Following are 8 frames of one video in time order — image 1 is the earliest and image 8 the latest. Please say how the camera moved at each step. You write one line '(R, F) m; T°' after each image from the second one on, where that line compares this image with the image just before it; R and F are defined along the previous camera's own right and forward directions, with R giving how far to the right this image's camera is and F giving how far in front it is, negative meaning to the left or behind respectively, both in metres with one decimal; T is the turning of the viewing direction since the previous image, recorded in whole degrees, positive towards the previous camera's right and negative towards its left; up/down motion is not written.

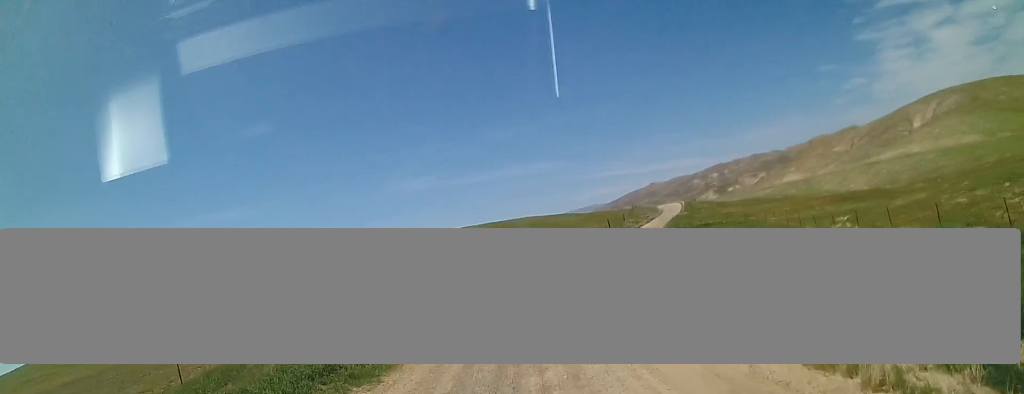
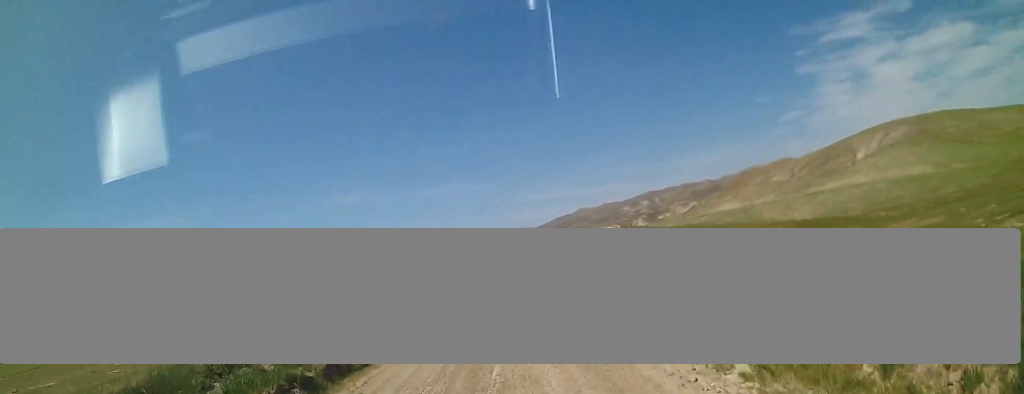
(+0.3, +8.6) m; +9°
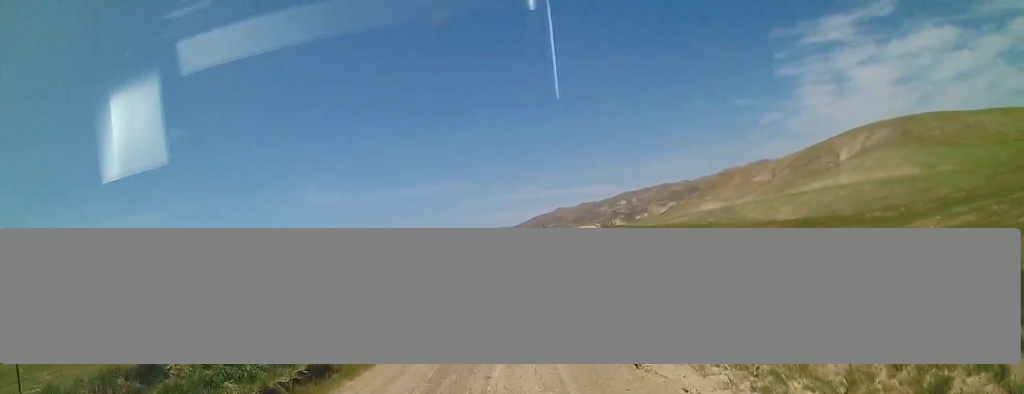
(+0.4, +4.6) m; +1°
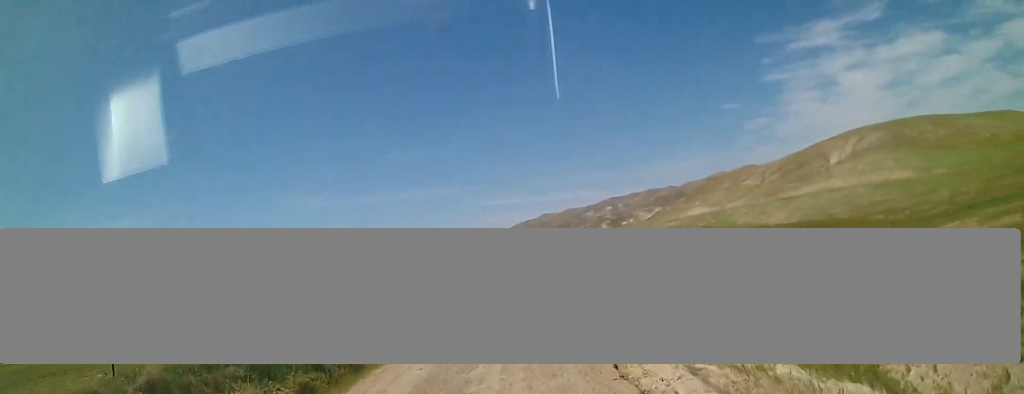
(+0.1, +4.4) m; +1°
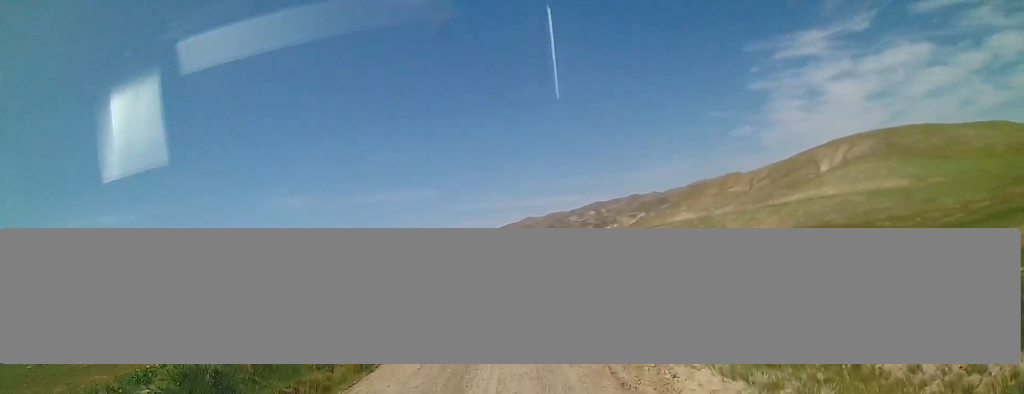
(-0.4, +5.7) m; +1°
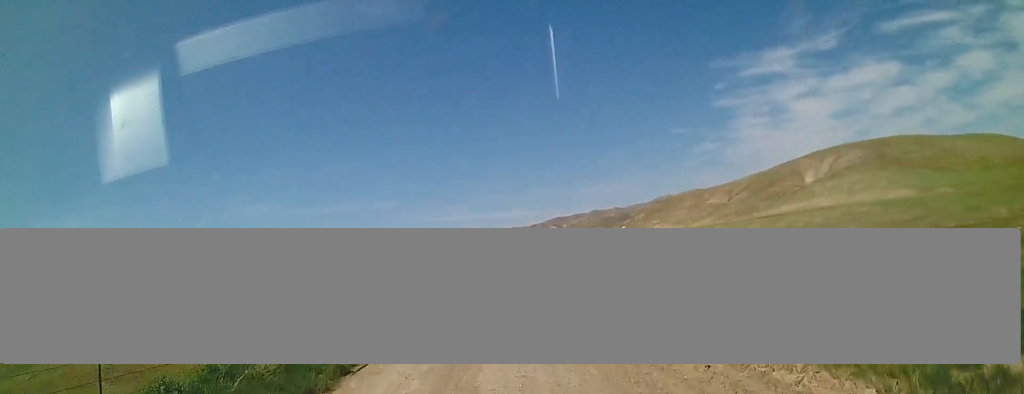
(+2.3, +24.9) m; +7°
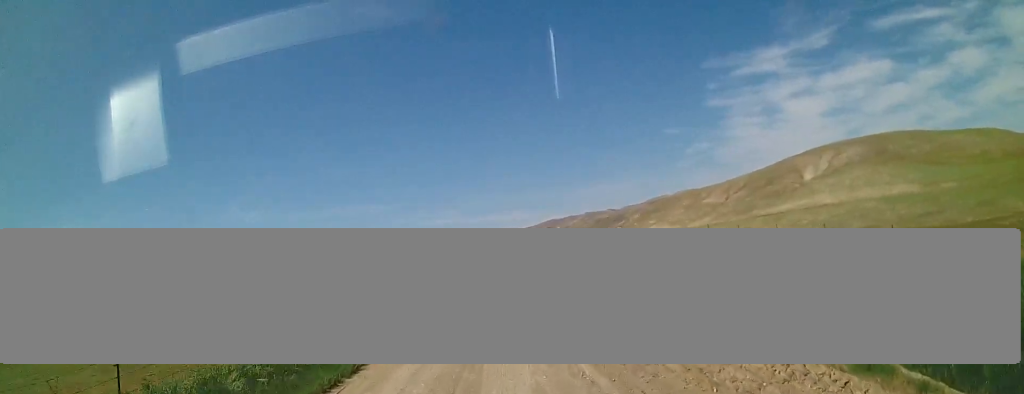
(0.0, +5.8) m; +1°
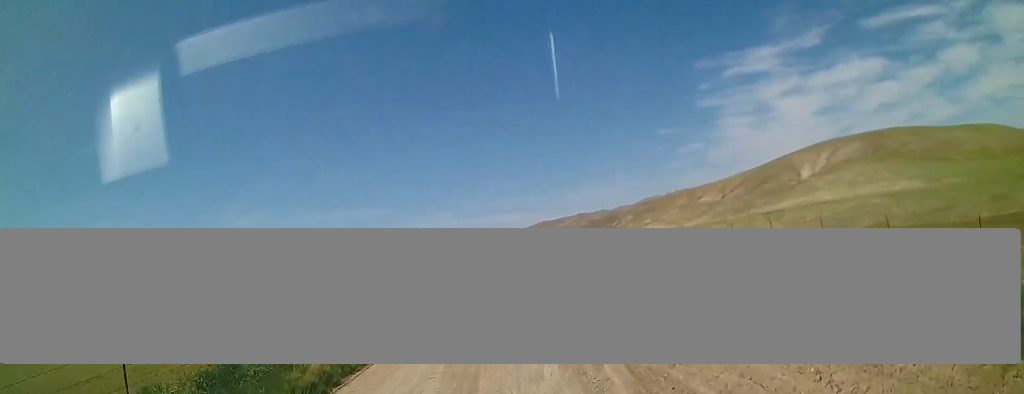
(+0.1, +5.2) m; +2°
